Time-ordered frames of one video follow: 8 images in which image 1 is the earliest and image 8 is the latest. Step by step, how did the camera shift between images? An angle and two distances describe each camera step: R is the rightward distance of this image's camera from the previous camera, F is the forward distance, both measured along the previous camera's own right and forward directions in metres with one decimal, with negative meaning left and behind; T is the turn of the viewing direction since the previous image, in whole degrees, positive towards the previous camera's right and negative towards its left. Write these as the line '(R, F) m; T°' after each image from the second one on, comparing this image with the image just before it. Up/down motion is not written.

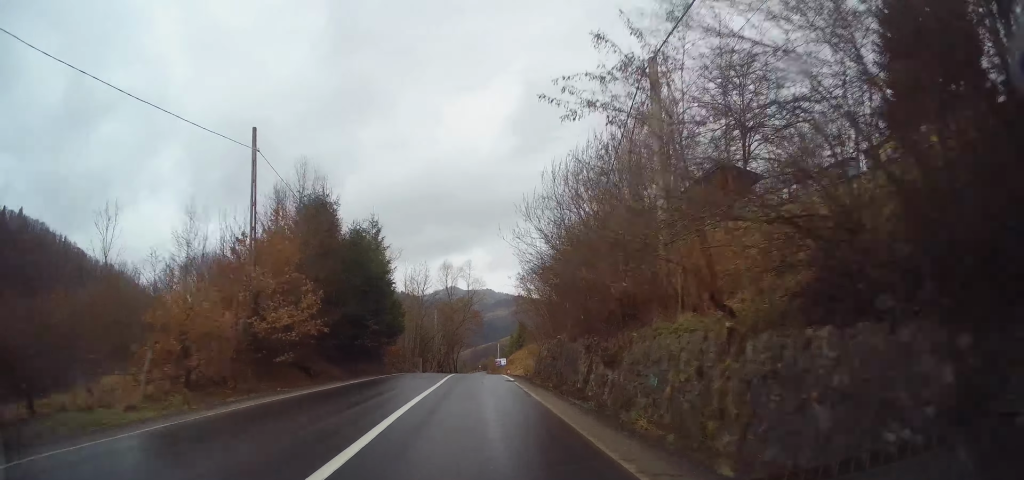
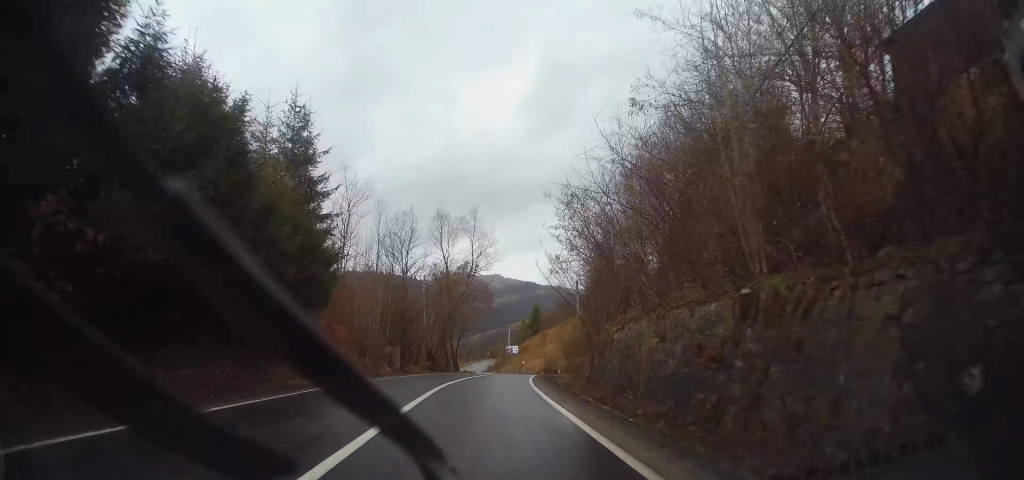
(-0.3, +22.2) m; +1°
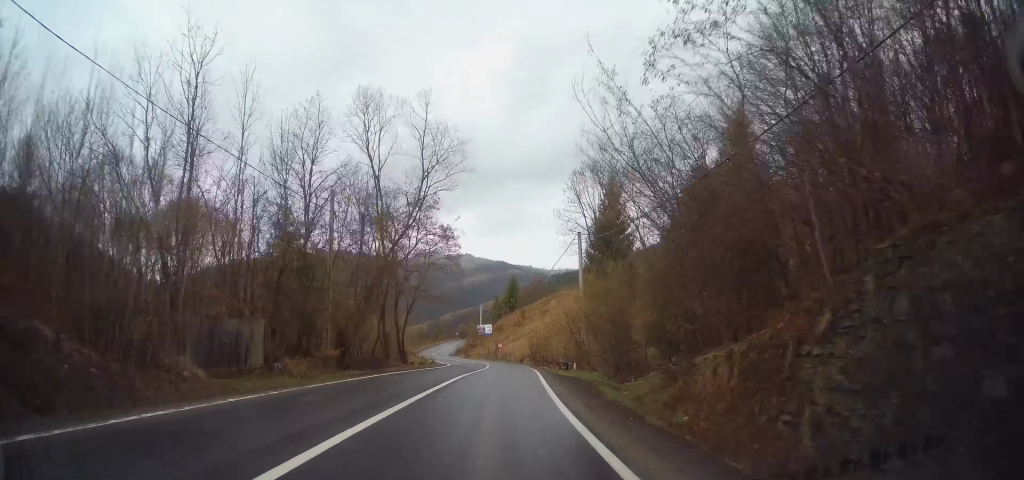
(+0.8, +21.6) m; +2°
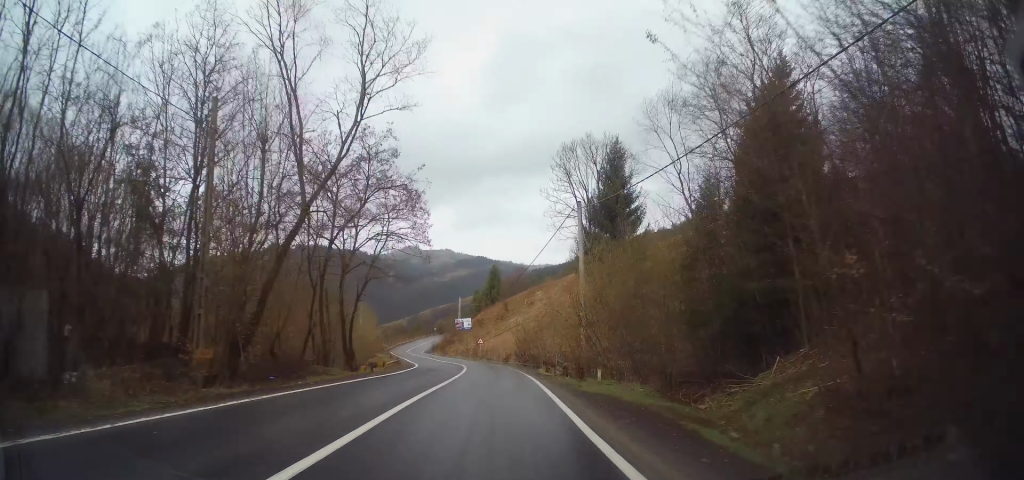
(+0.1, +10.2) m; 0°
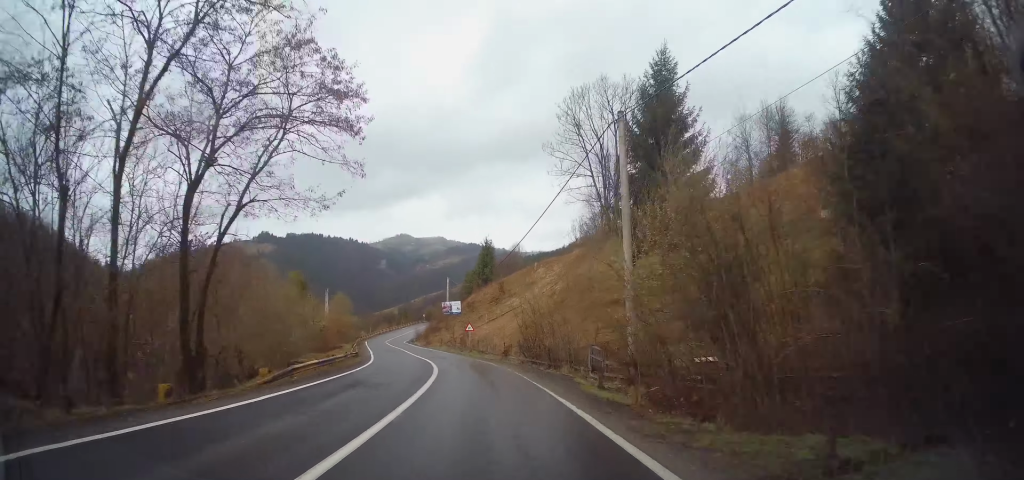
(-0.2, +15.4) m; -2°
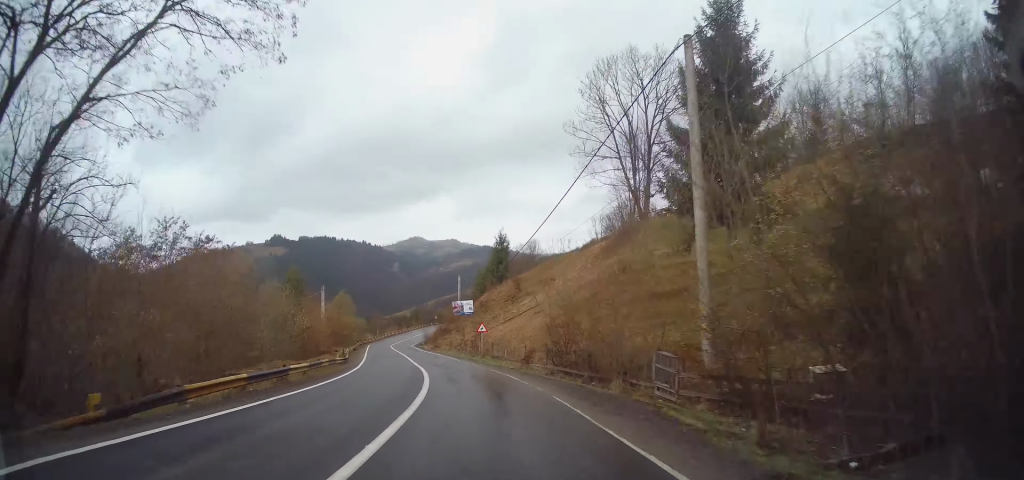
(-0.2, +7.6) m; -2°
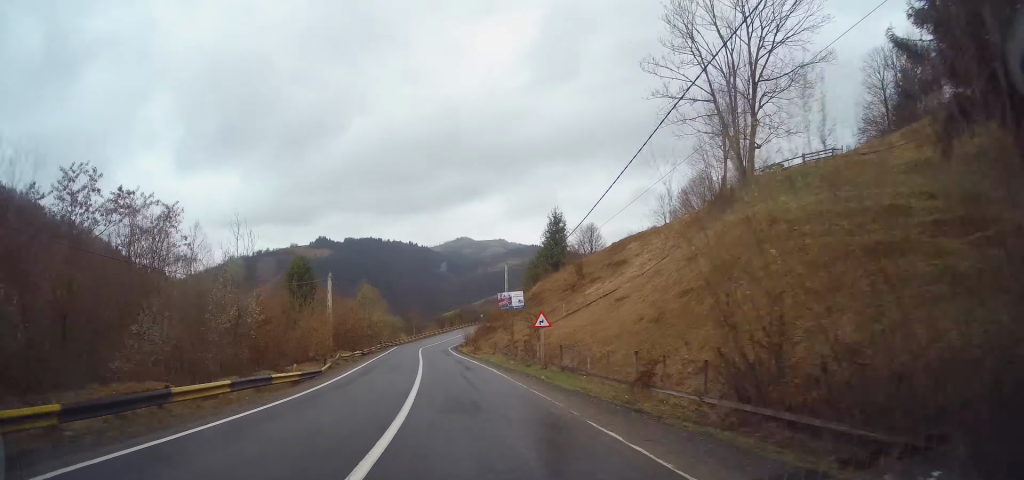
(-0.3, +14.6) m; -3°
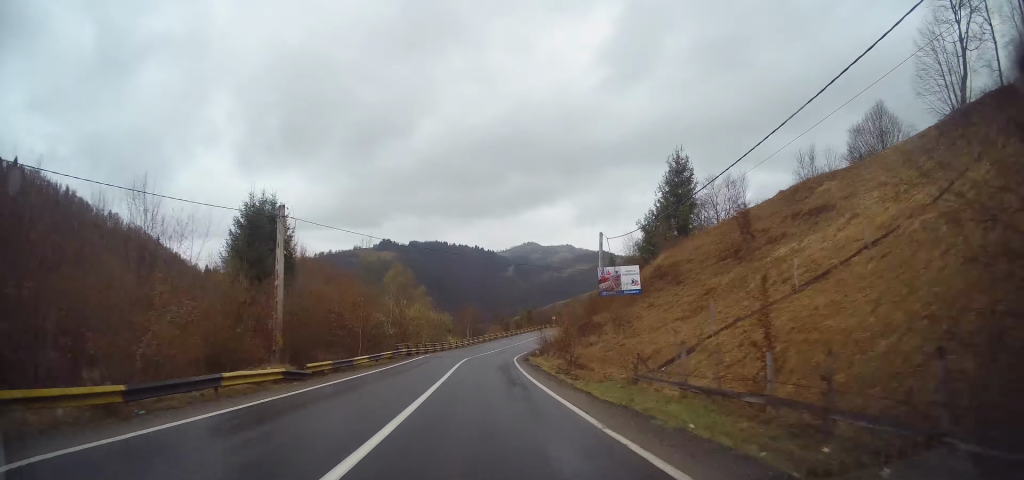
(-1.1, +23.3) m; -3°
